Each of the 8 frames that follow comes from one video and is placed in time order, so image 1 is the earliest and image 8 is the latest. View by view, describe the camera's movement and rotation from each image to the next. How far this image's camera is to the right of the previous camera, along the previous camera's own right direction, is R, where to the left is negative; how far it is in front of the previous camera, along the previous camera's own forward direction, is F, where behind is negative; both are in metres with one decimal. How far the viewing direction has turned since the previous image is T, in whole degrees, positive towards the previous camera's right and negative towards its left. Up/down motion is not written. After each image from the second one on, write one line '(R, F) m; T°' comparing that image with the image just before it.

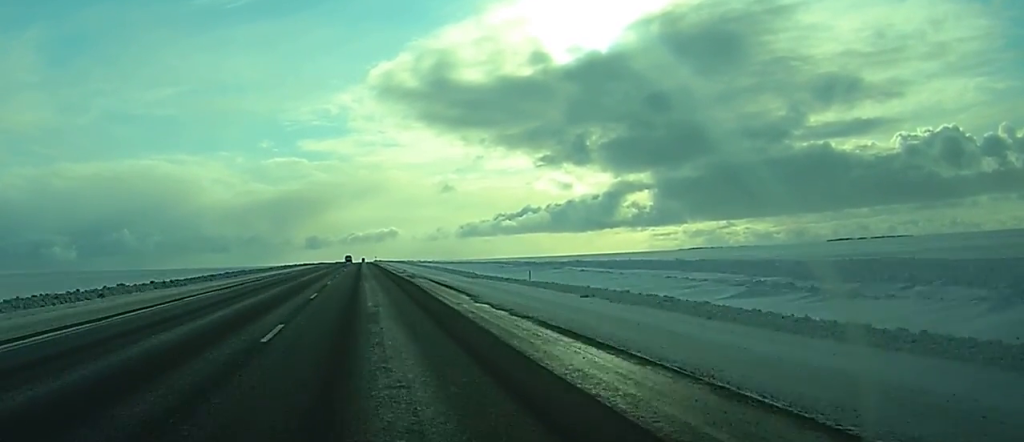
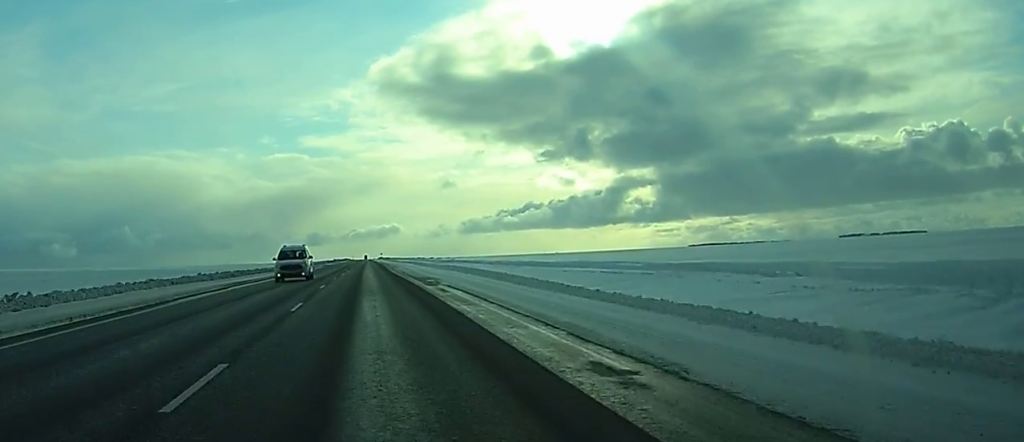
(+0.2, +90.4) m; +1°
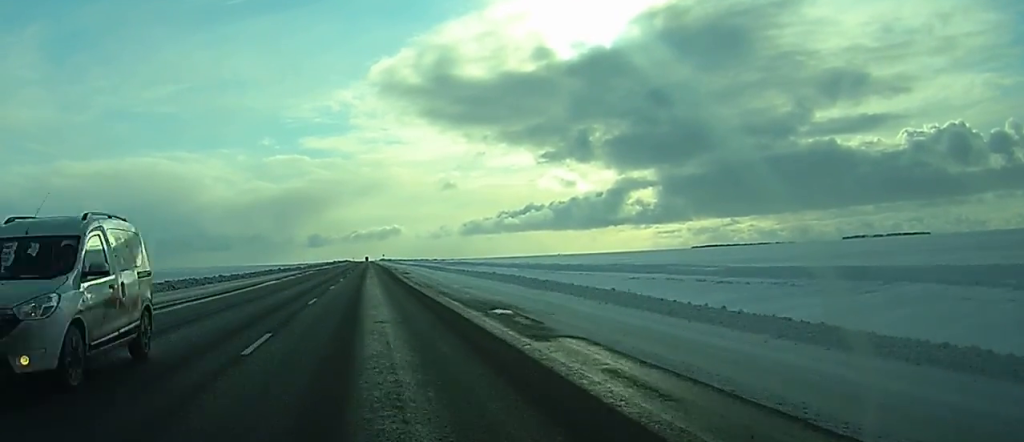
(+0.1, +19.9) m; 0°
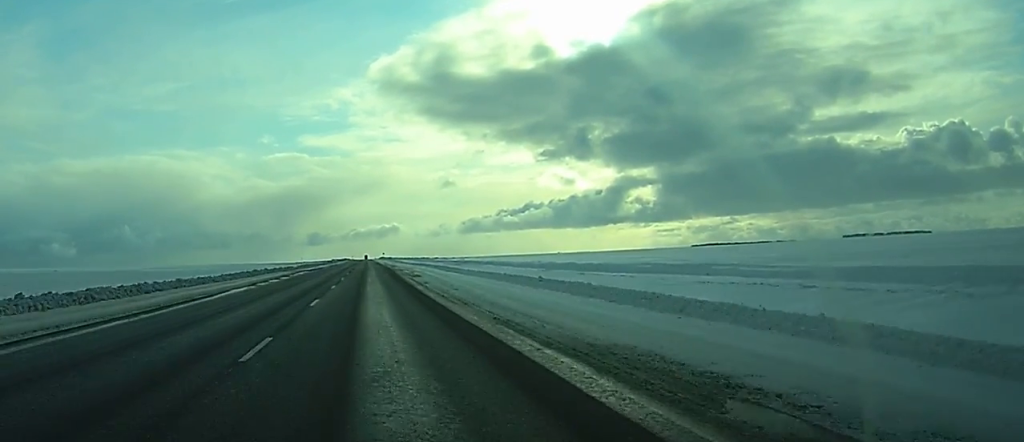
(0.0, +12.6) m; 0°
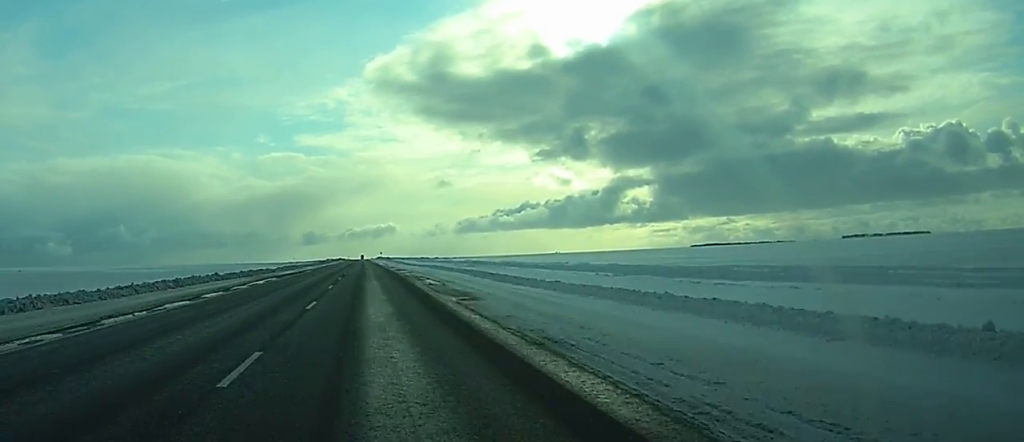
(+0.1, +26.2) m; 0°
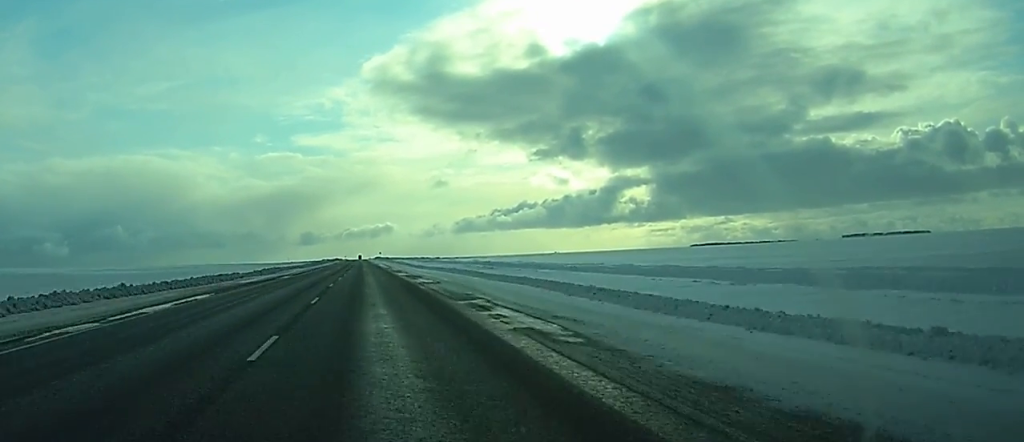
(0.0, +22.0) m; 0°
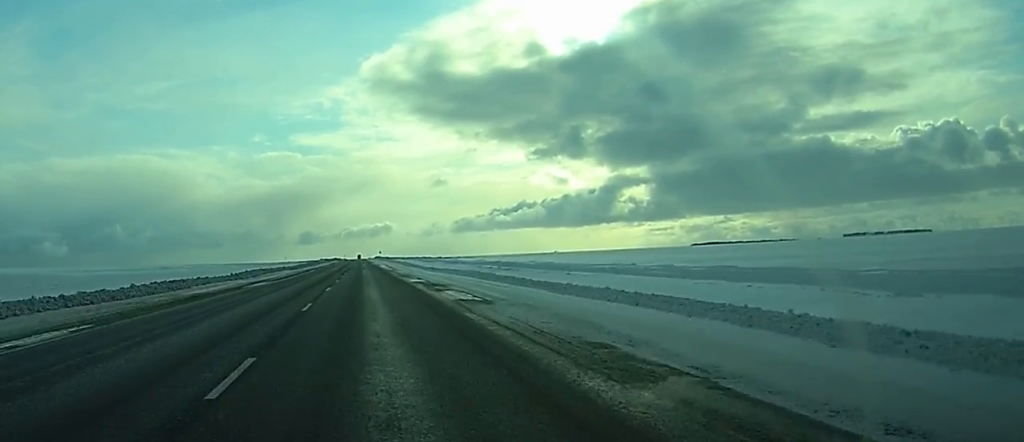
(0.0, +14.7) m; 0°
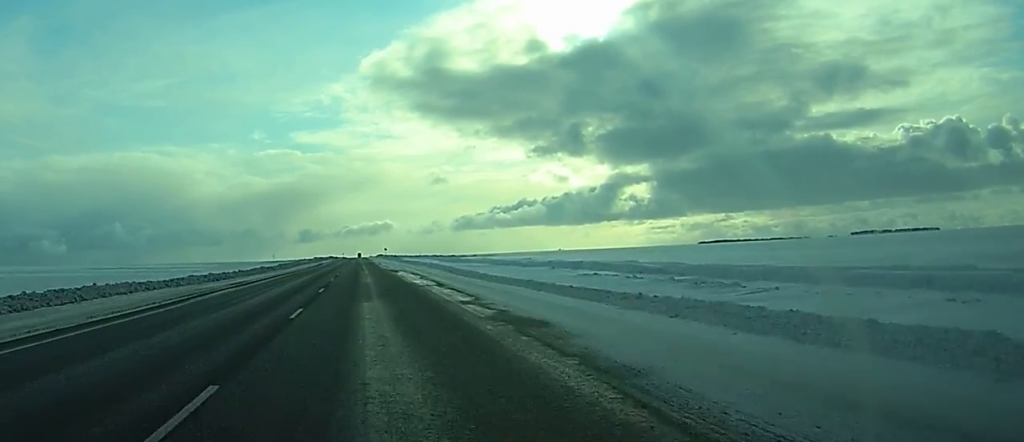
(-0.2, +62.1) m; 0°
